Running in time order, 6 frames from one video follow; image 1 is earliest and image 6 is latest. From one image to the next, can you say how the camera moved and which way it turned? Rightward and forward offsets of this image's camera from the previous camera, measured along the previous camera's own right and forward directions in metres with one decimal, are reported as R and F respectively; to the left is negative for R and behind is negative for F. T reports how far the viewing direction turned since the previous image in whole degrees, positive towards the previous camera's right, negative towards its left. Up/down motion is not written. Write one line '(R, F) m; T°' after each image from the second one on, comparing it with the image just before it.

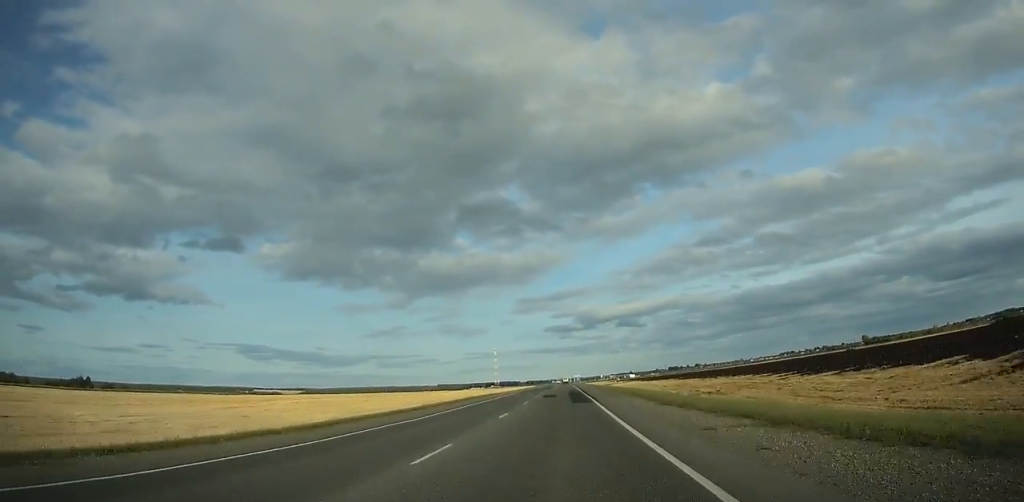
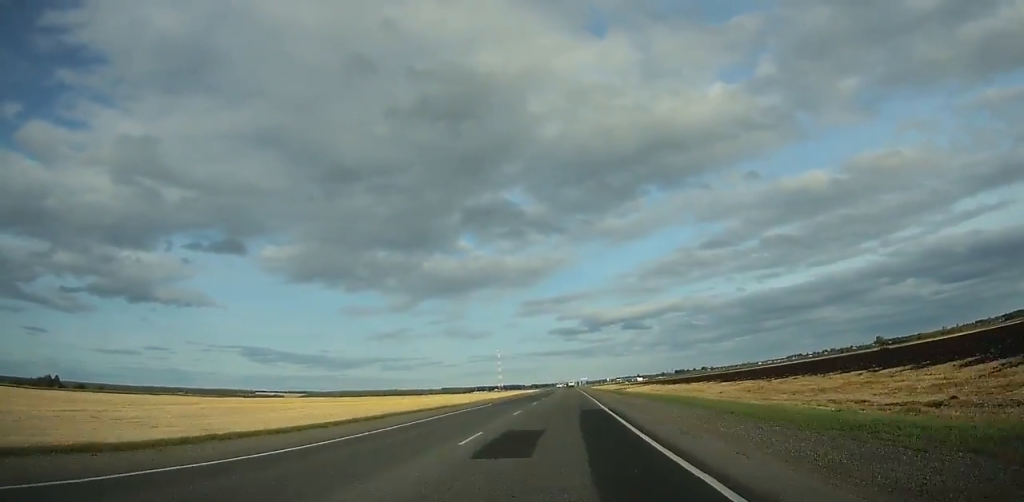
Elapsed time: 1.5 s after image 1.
(-0.1, +33.4) m; 0°
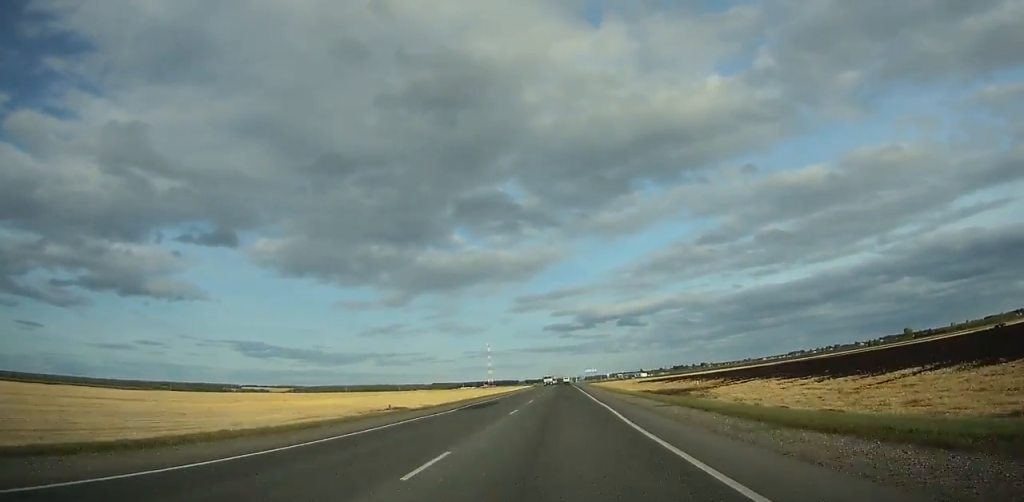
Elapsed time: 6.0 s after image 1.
(0.0, +100.1) m; 0°
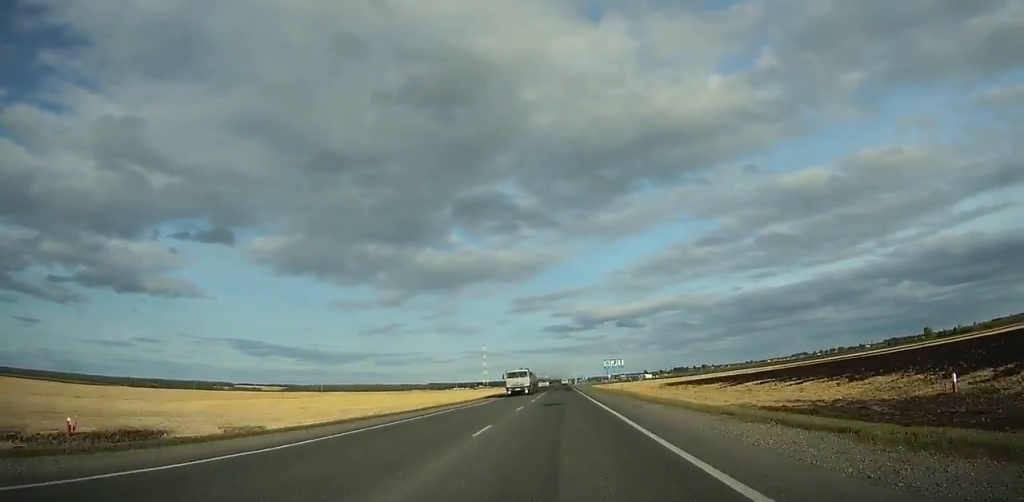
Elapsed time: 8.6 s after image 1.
(0.0, +57.6) m; 0°
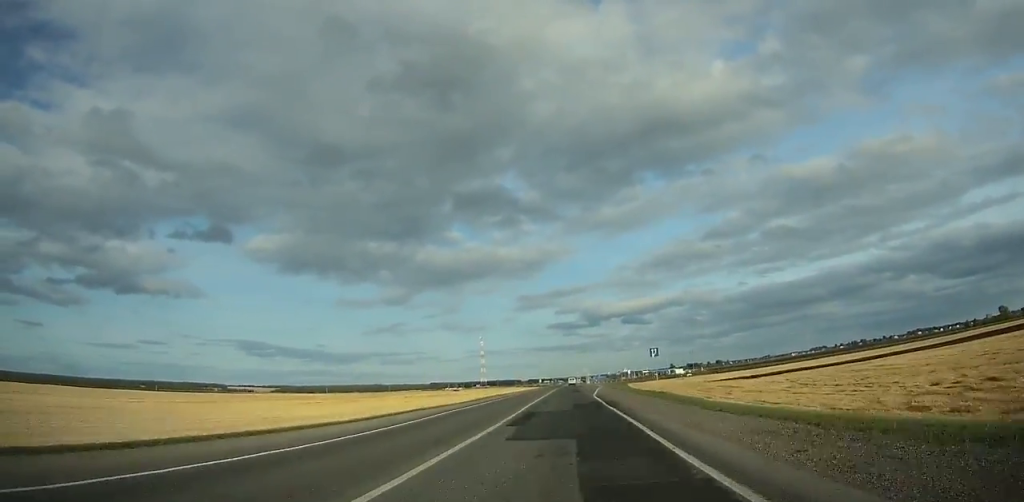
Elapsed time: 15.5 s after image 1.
(-0.1, +151.4) m; 0°
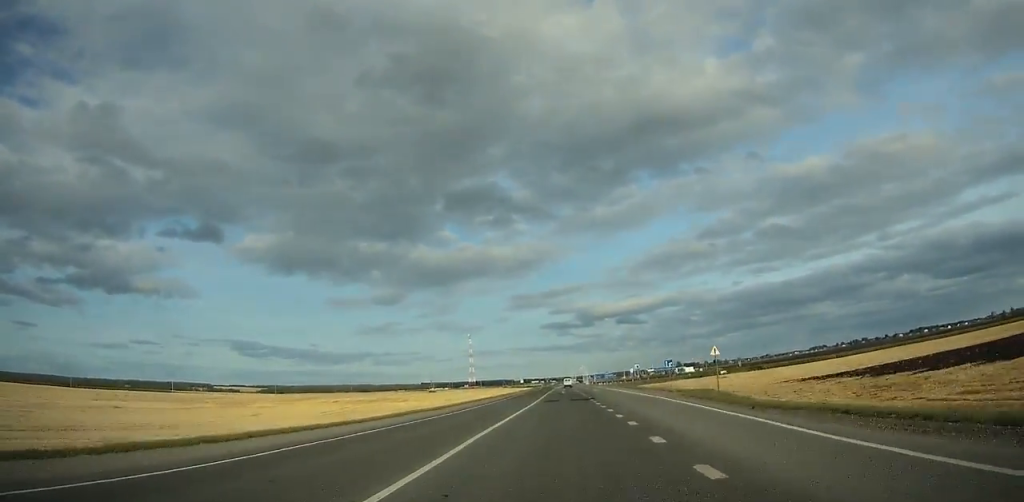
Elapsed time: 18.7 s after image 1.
(+0.1, +69.4) m; 0°
